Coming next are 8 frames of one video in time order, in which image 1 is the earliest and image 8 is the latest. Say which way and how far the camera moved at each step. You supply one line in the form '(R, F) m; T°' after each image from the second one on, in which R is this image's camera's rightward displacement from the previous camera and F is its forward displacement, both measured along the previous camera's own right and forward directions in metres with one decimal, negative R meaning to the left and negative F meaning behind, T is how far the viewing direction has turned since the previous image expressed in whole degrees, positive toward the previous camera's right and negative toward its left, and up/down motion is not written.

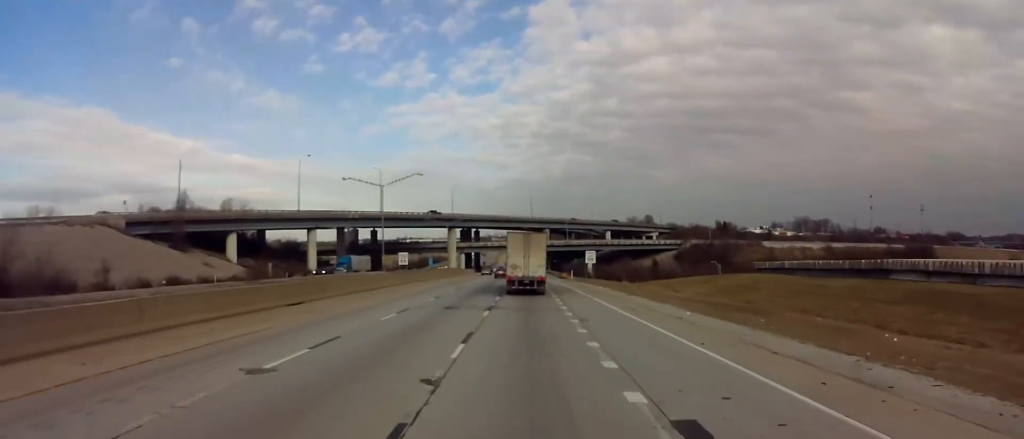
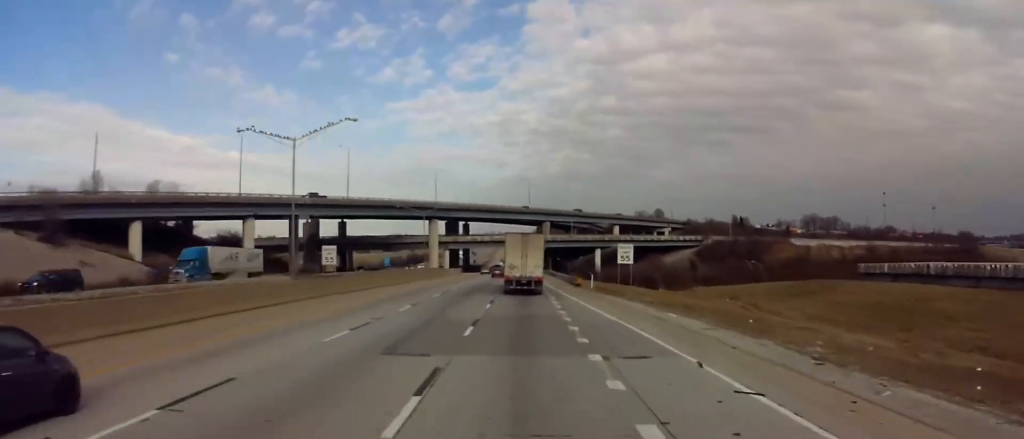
(-0.5, +32.1) m; -1°
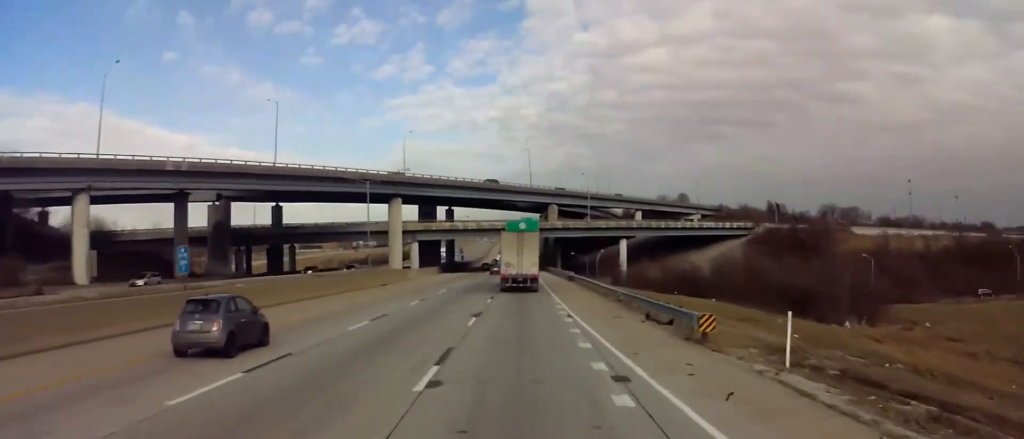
(0.0, +45.8) m; 0°
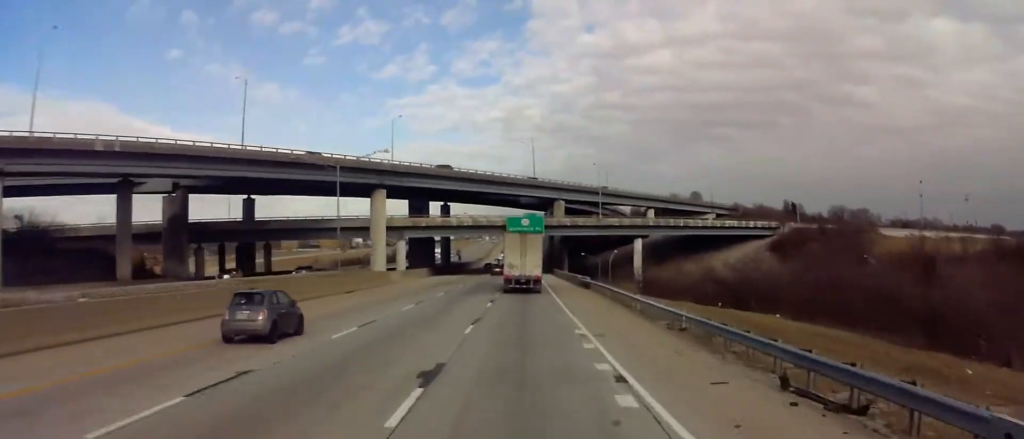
(+0.1, +14.7) m; 0°
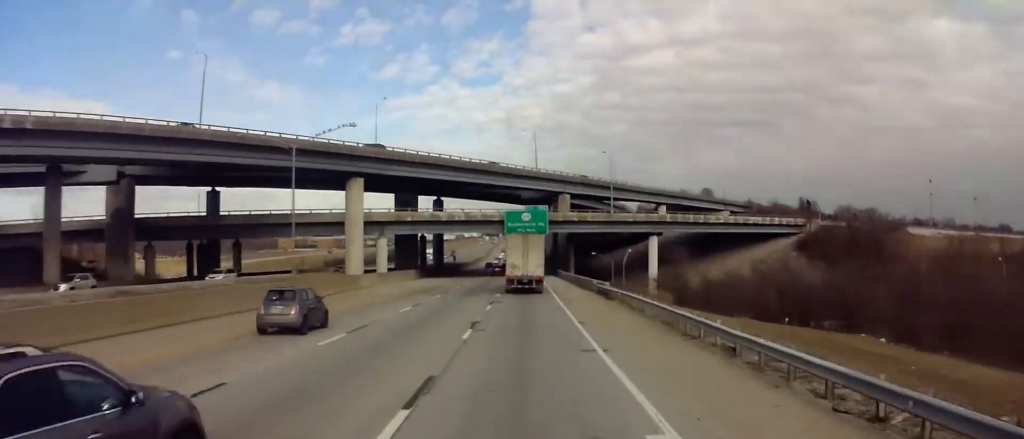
(+0.2, +13.7) m; 0°
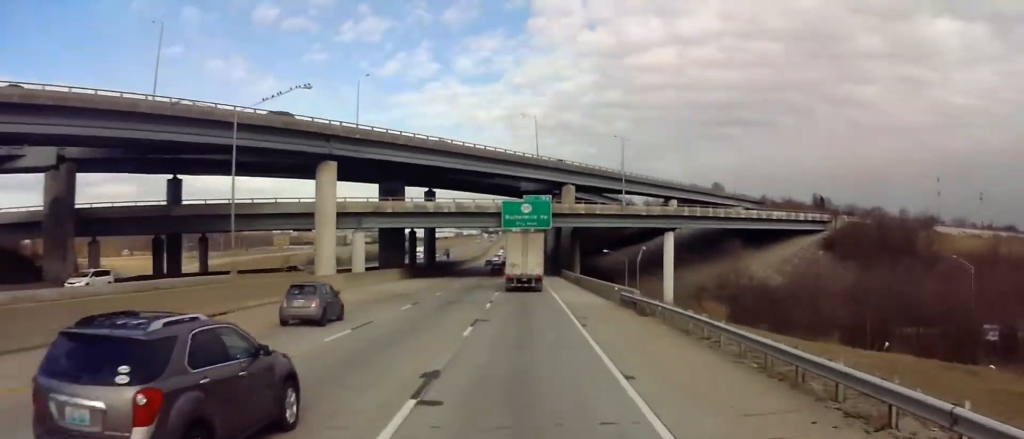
(0.0, +11.8) m; 0°
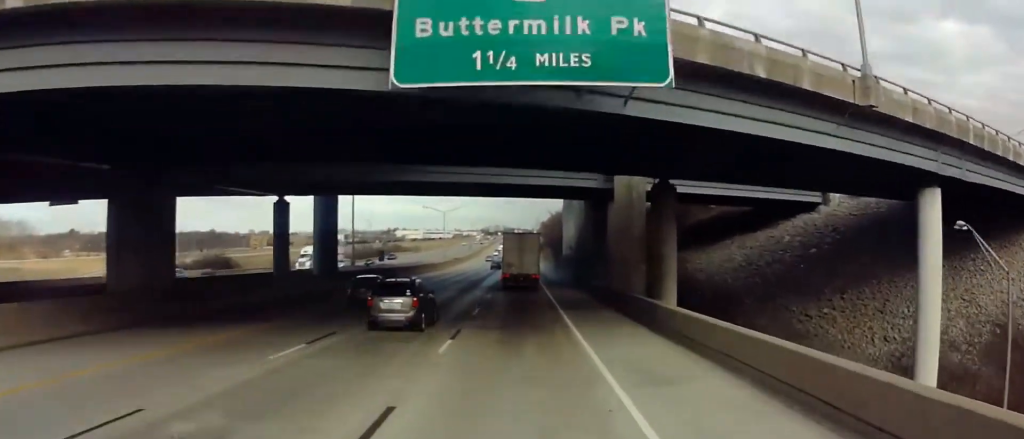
(+0.1, +64.0) m; +1°
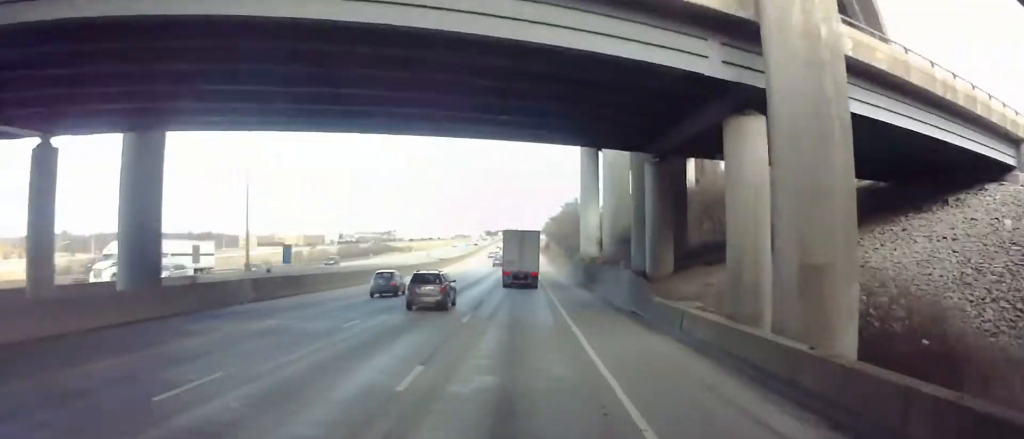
(+0.1, +29.5) m; +1°
